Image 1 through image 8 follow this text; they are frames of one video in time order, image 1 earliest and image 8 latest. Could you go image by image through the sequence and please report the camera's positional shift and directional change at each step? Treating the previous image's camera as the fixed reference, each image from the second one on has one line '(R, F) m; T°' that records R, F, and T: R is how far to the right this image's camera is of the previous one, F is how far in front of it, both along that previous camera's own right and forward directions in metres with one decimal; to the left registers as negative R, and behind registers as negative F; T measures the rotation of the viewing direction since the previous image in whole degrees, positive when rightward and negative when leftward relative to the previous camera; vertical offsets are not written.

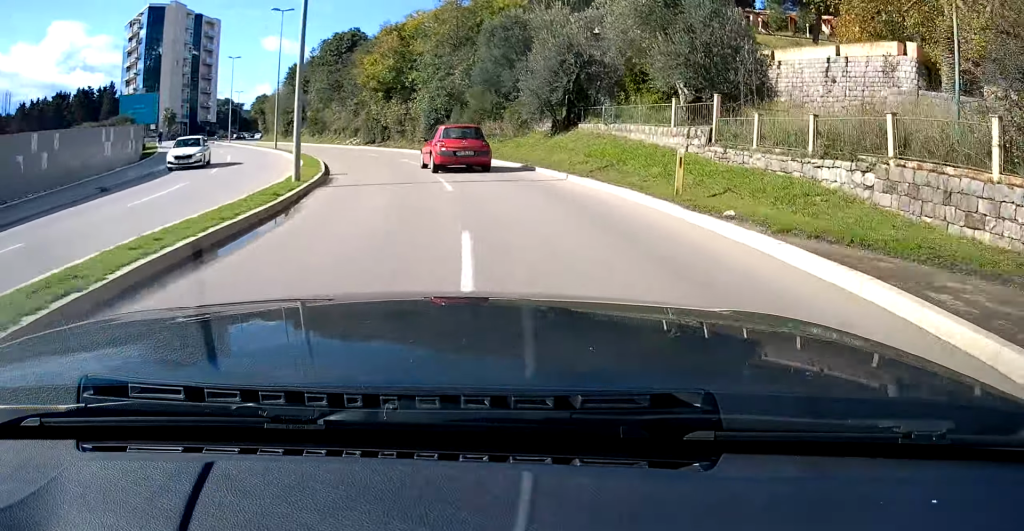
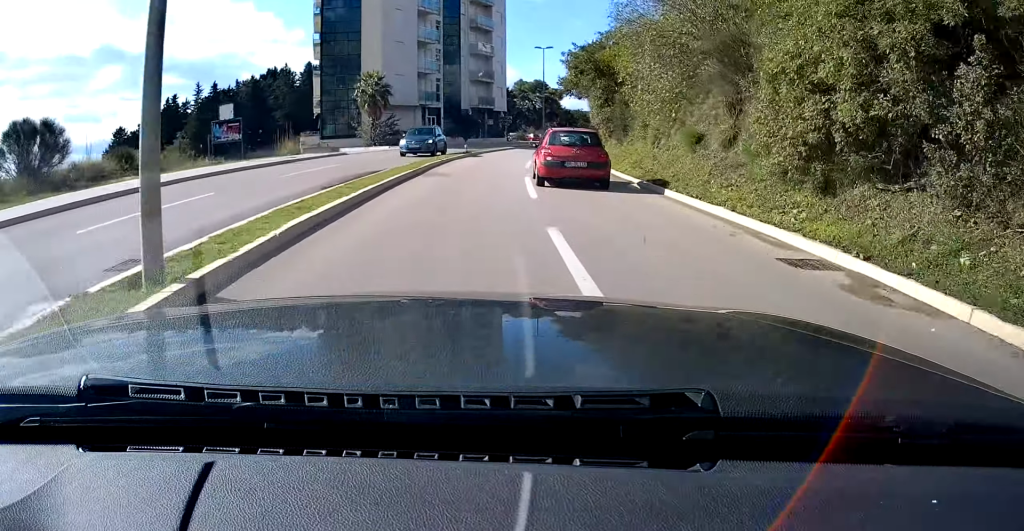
(-0.5, +71.8) m; +2°
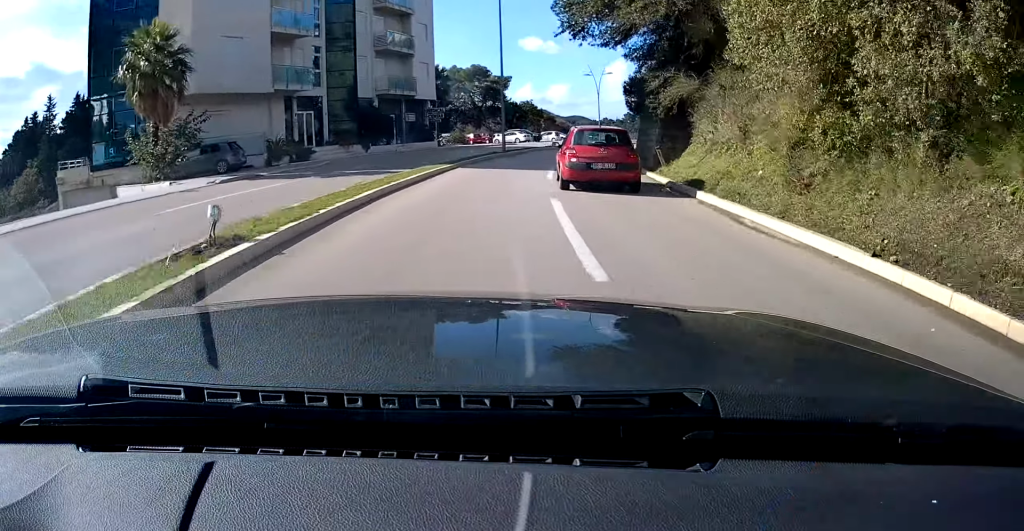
(+0.5, +29.2) m; +4°
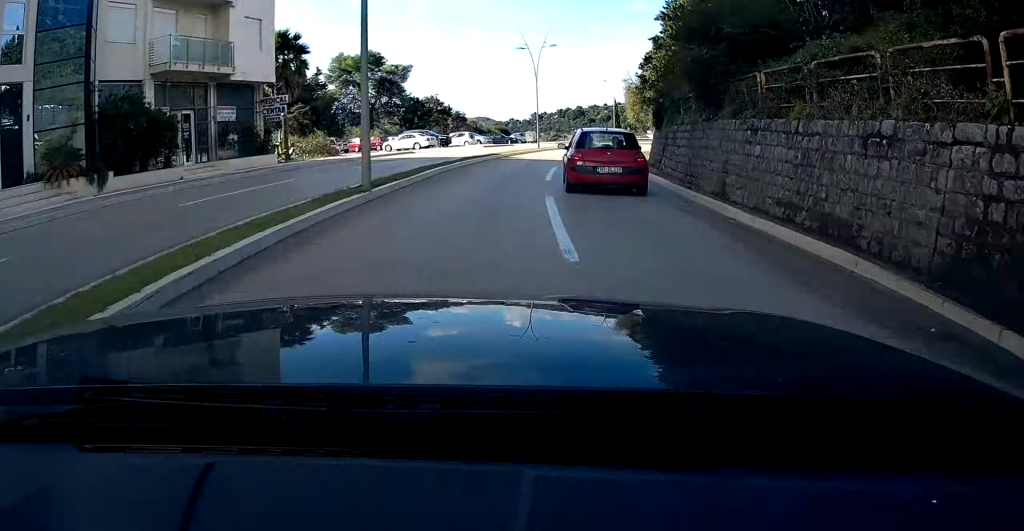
(+1.5, +21.9) m; +3°
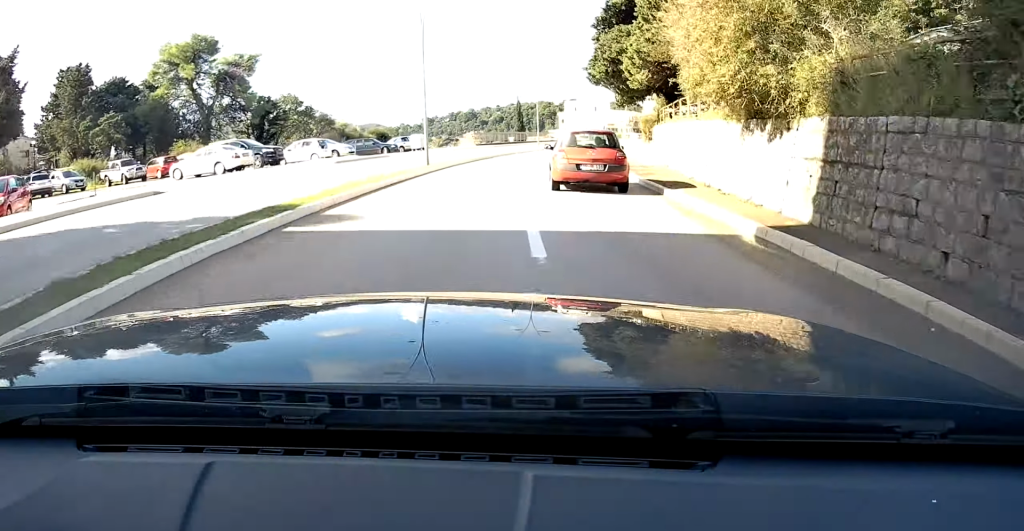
(+0.3, +24.1) m; +1°
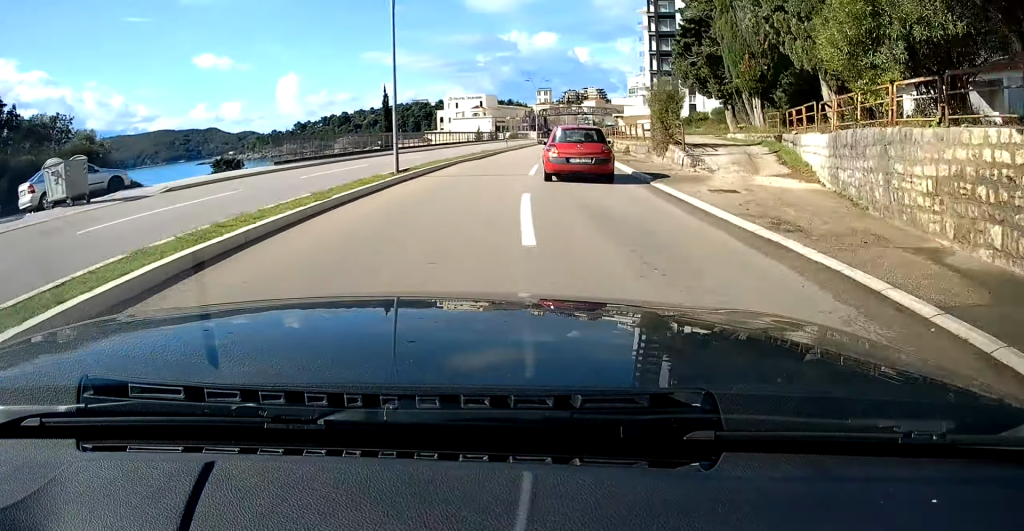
(+0.1, +34.2) m; +5°
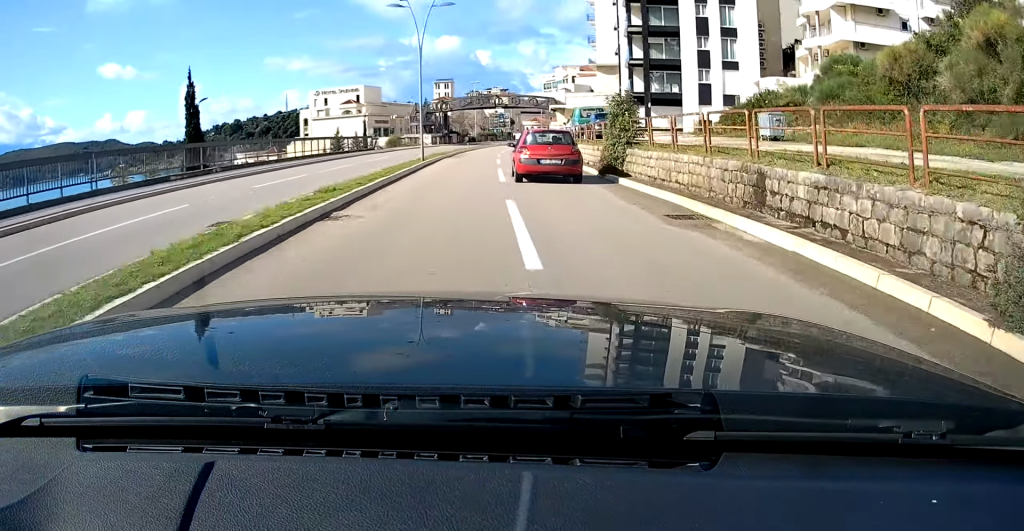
(+5.2, +45.7) m; +12°
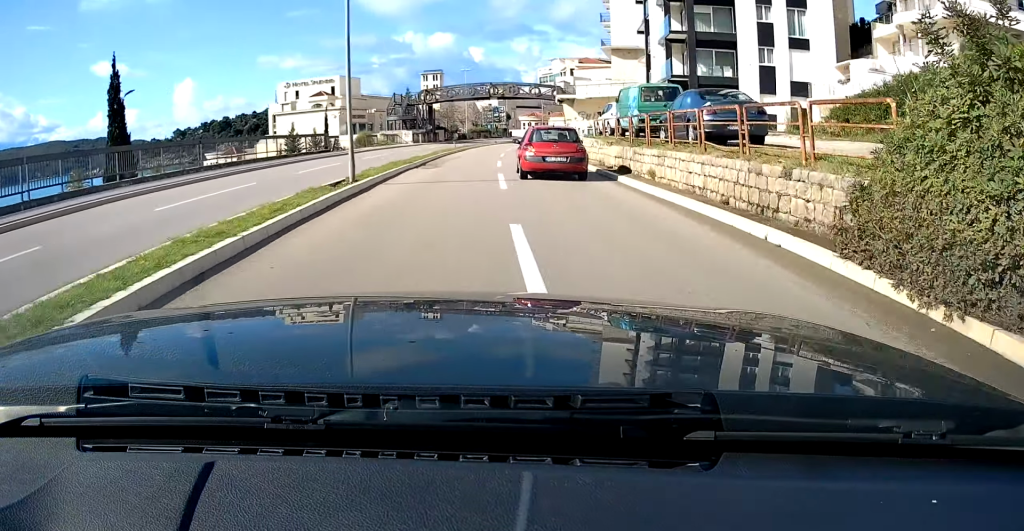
(+0.5, +15.1) m; +3°
